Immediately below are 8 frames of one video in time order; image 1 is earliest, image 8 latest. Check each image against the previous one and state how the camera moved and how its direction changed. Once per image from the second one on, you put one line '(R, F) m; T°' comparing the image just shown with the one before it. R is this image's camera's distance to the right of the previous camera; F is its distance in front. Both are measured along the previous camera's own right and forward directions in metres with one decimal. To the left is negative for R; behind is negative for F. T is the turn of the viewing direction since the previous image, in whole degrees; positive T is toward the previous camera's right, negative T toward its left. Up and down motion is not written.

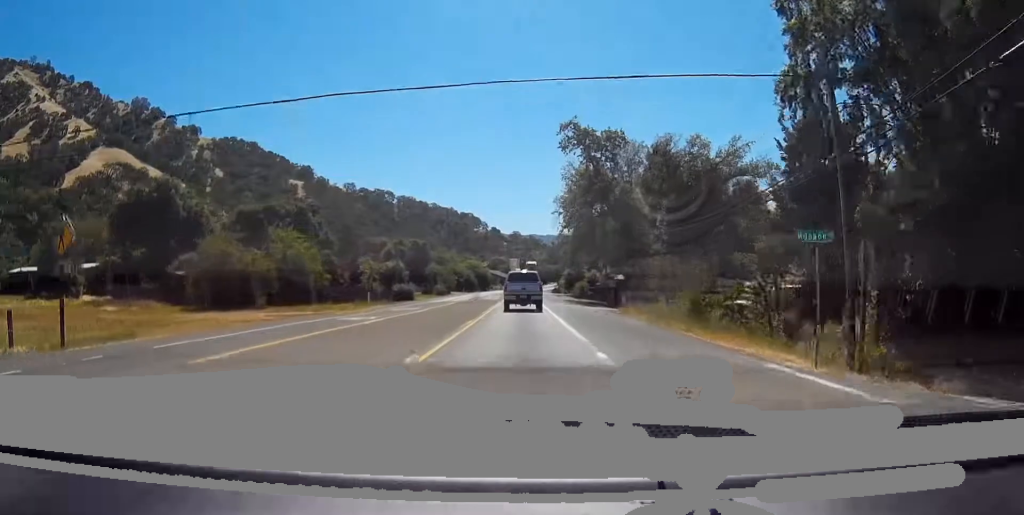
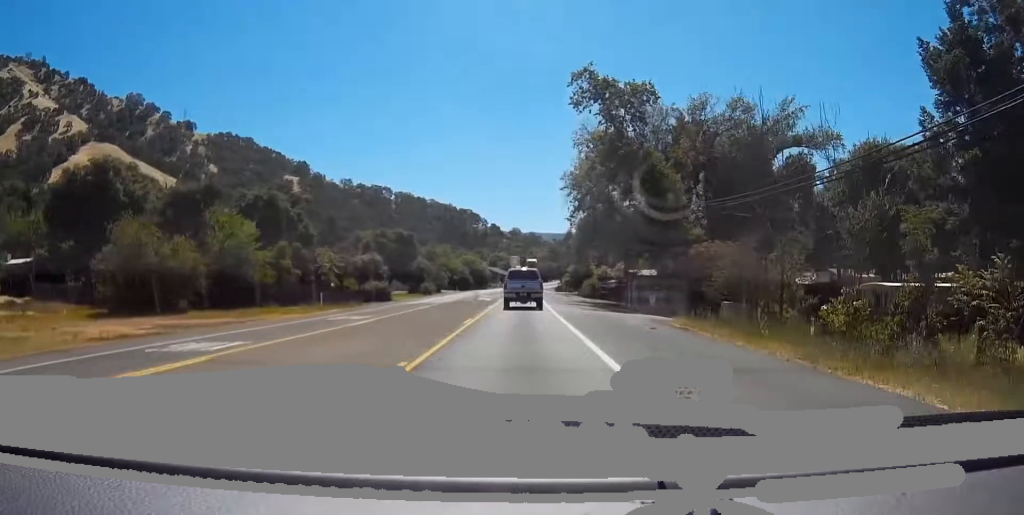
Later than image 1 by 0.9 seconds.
(+0.2, +16.3) m; 0°
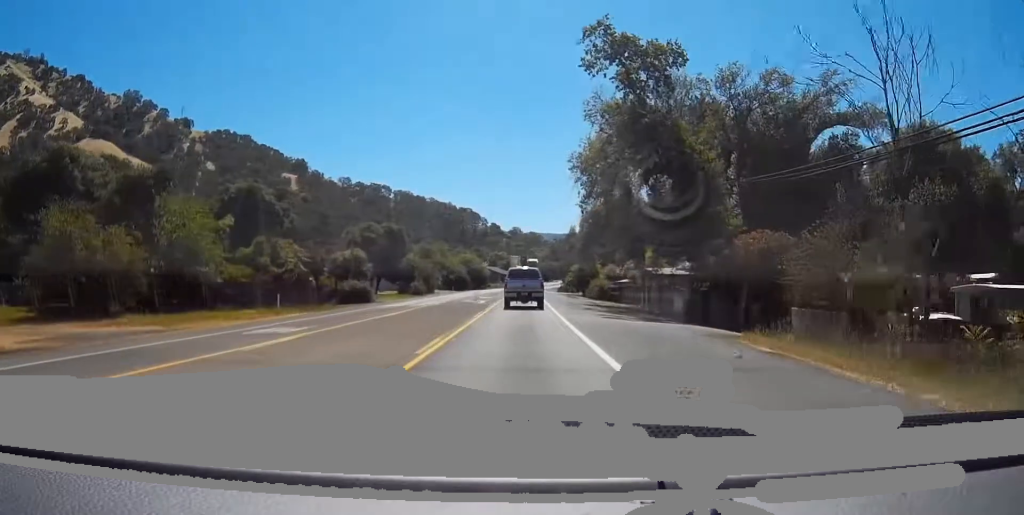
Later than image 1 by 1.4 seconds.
(-0.1, +9.5) m; -1°
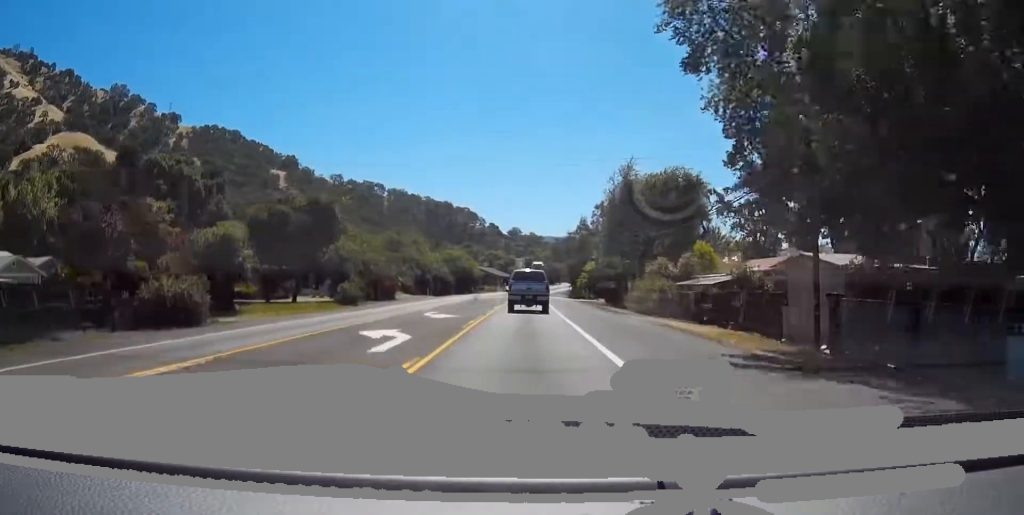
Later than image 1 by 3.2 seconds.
(-0.6, +35.4) m; -1°
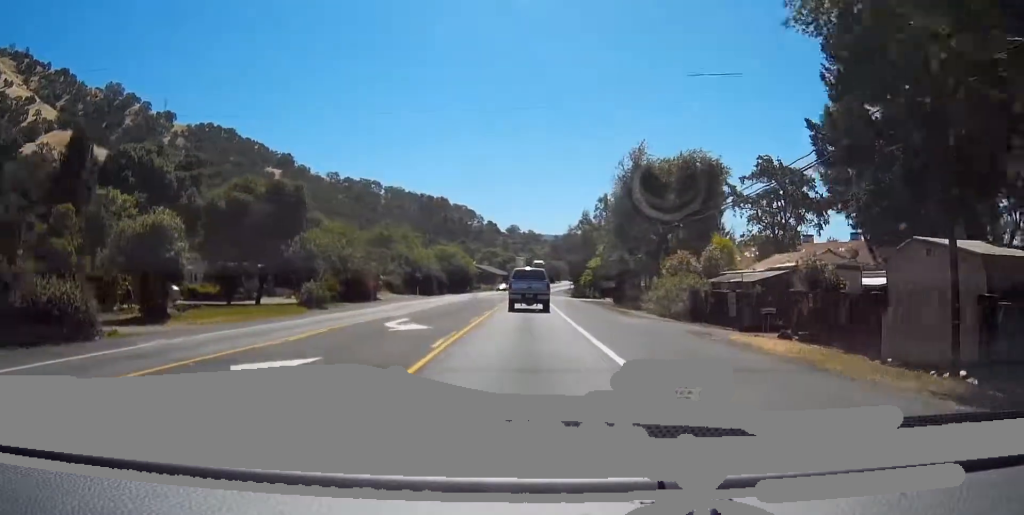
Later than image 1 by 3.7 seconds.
(+0.1, +8.9) m; 0°
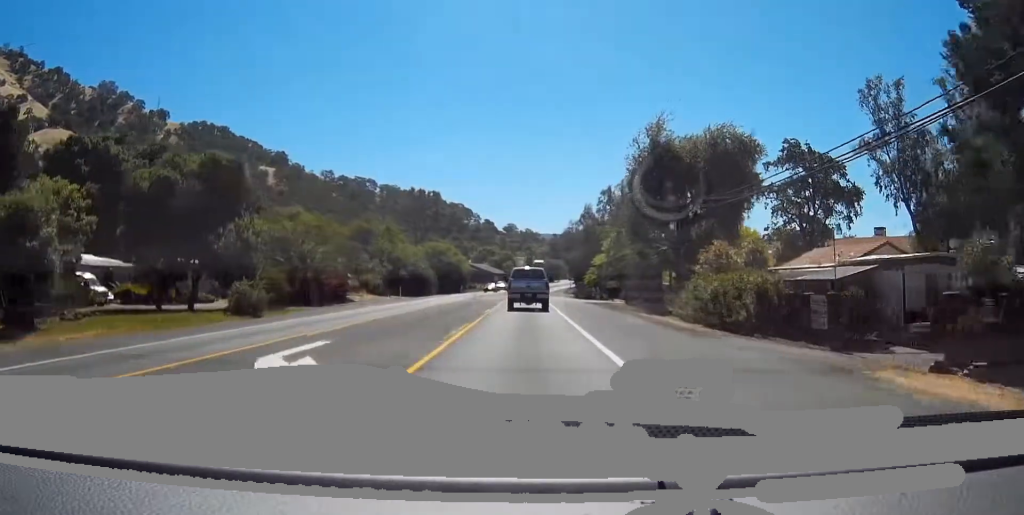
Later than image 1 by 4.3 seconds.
(0.0, +11.3) m; 0°
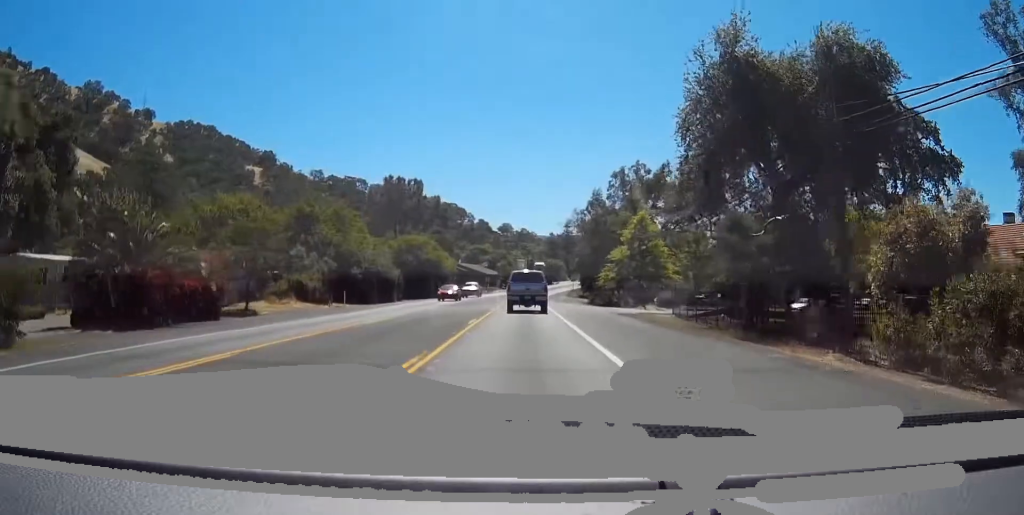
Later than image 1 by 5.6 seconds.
(+0.1, +24.5) m; 0°
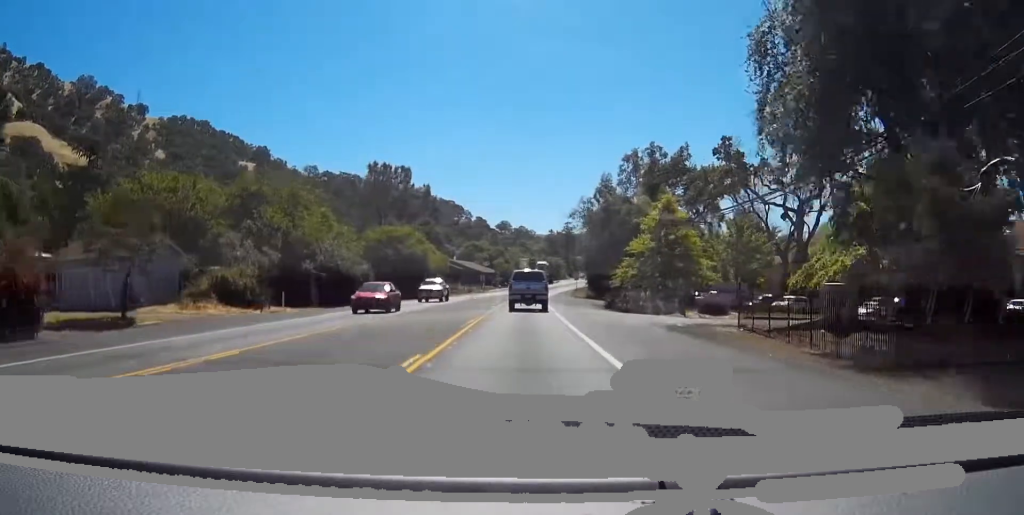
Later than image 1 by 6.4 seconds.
(0.0, +15.1) m; 0°
